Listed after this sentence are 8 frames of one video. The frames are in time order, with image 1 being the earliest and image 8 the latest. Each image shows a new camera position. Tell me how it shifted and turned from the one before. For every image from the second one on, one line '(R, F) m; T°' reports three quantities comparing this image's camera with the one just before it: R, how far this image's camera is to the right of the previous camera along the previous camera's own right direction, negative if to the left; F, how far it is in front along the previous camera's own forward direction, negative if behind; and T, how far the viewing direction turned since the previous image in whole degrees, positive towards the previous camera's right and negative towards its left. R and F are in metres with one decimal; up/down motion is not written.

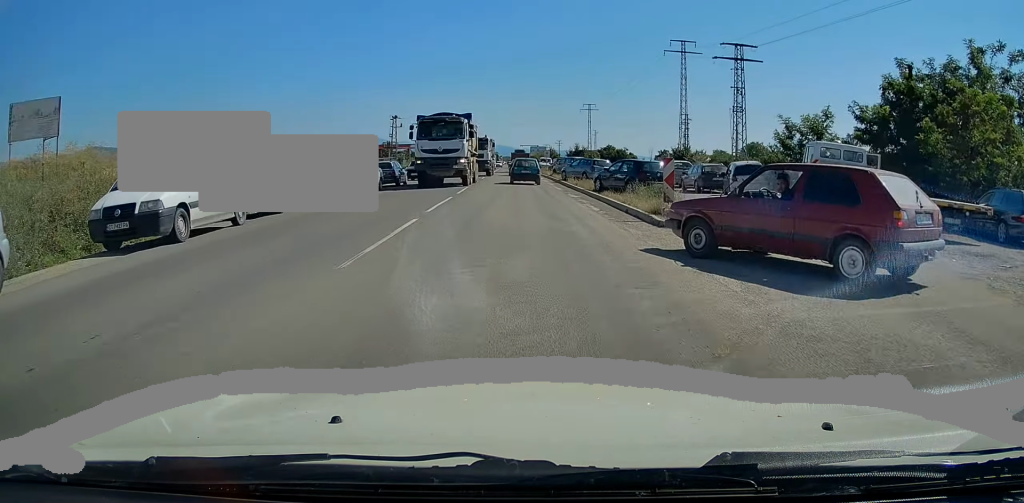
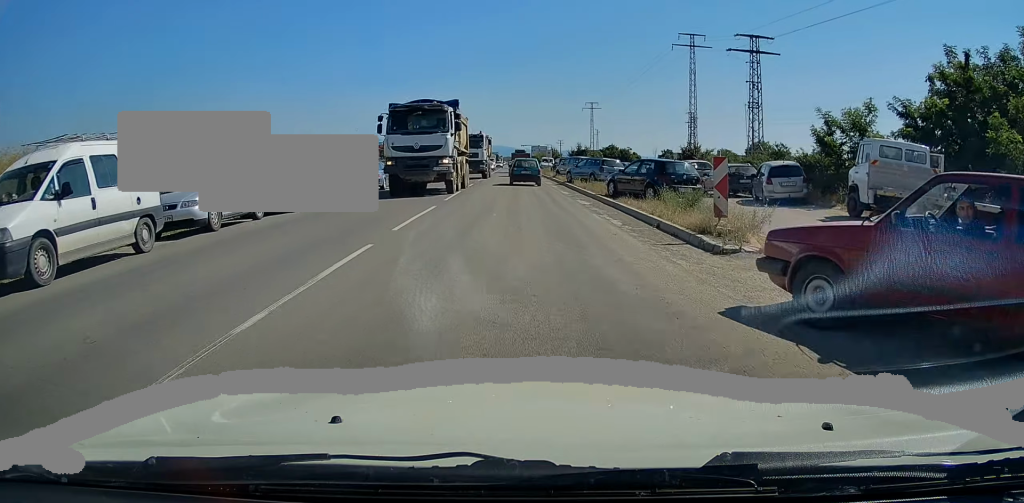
(+0.2, +4.0) m; 0°
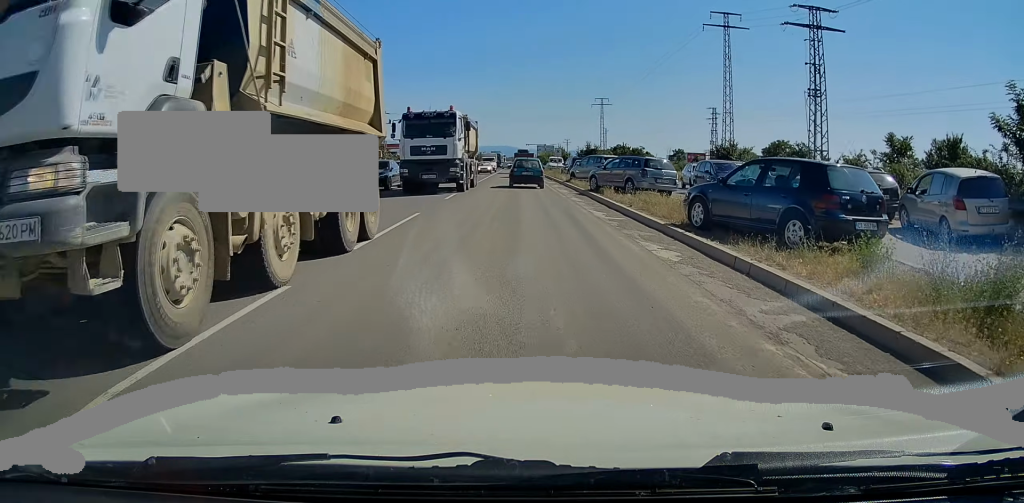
(-0.5, +11.2) m; -2°
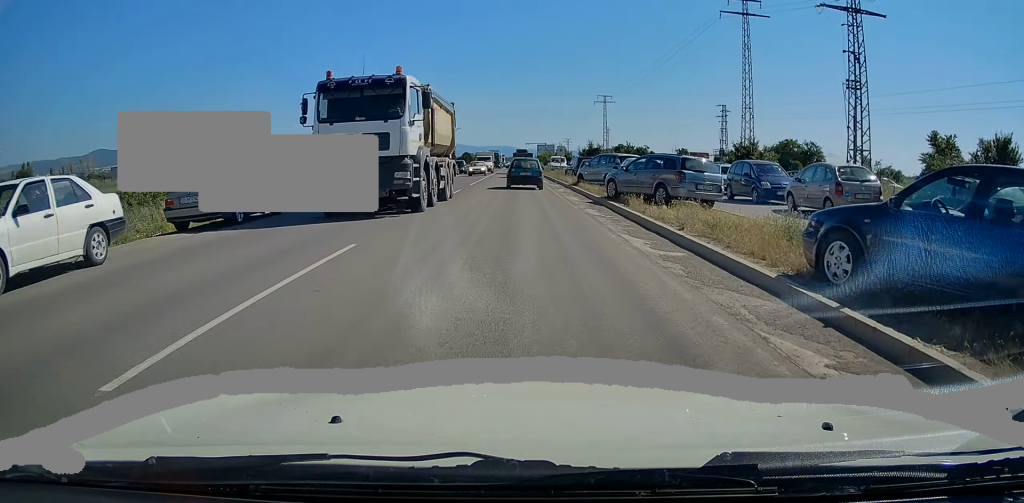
(0.0, +5.7) m; +1°
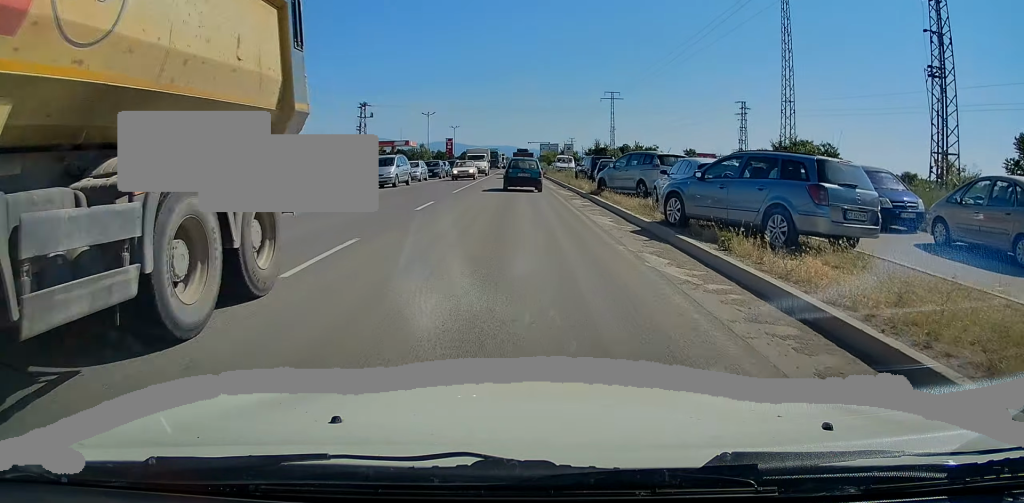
(+0.3, +8.5) m; 0°
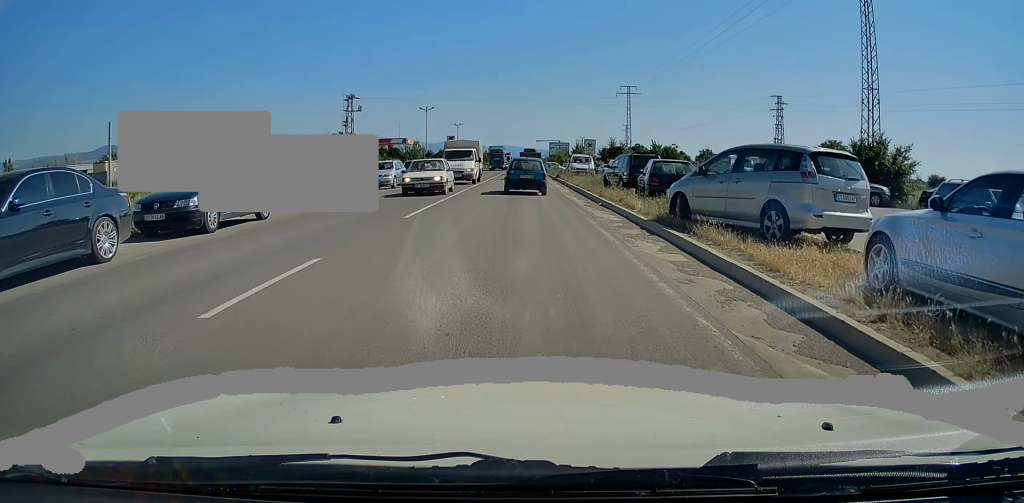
(-0.4, +11.3) m; -1°
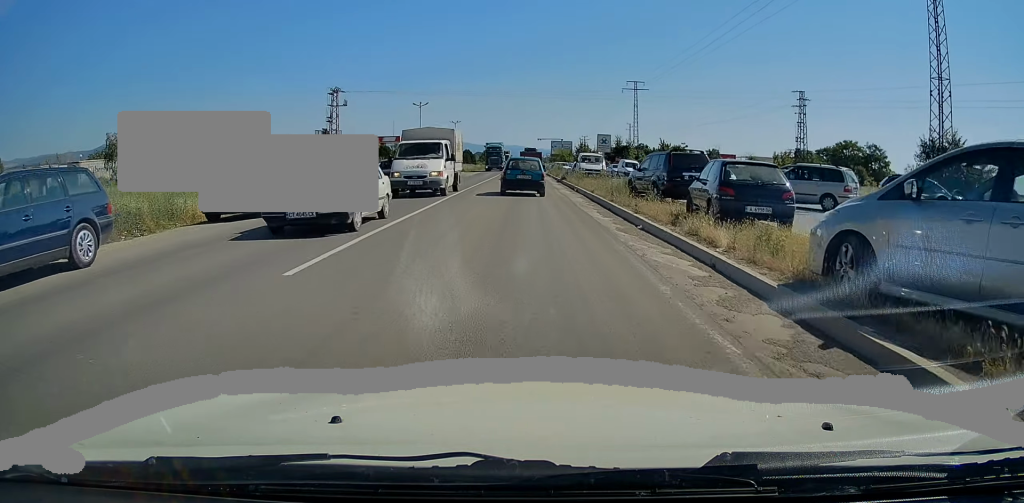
(+0.2, +7.1) m; +1°
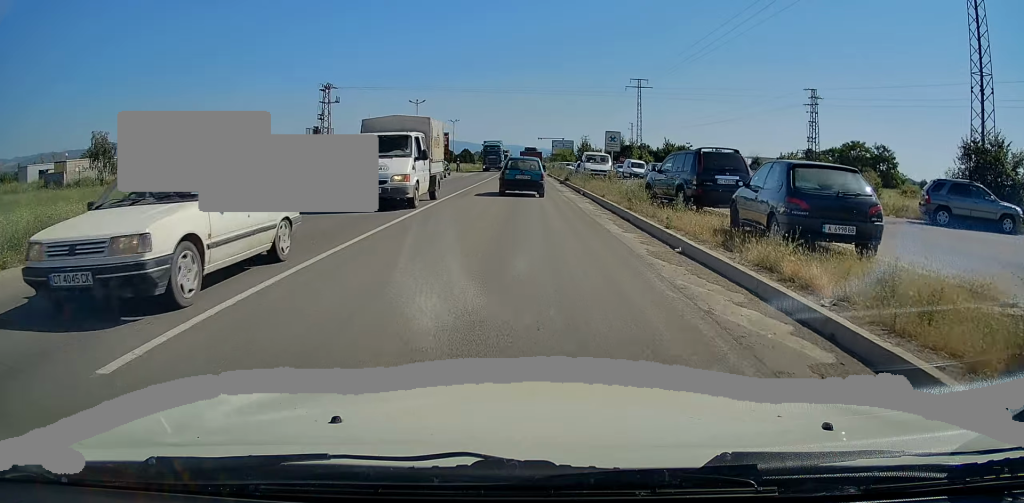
(0.0, +3.4) m; -1°
